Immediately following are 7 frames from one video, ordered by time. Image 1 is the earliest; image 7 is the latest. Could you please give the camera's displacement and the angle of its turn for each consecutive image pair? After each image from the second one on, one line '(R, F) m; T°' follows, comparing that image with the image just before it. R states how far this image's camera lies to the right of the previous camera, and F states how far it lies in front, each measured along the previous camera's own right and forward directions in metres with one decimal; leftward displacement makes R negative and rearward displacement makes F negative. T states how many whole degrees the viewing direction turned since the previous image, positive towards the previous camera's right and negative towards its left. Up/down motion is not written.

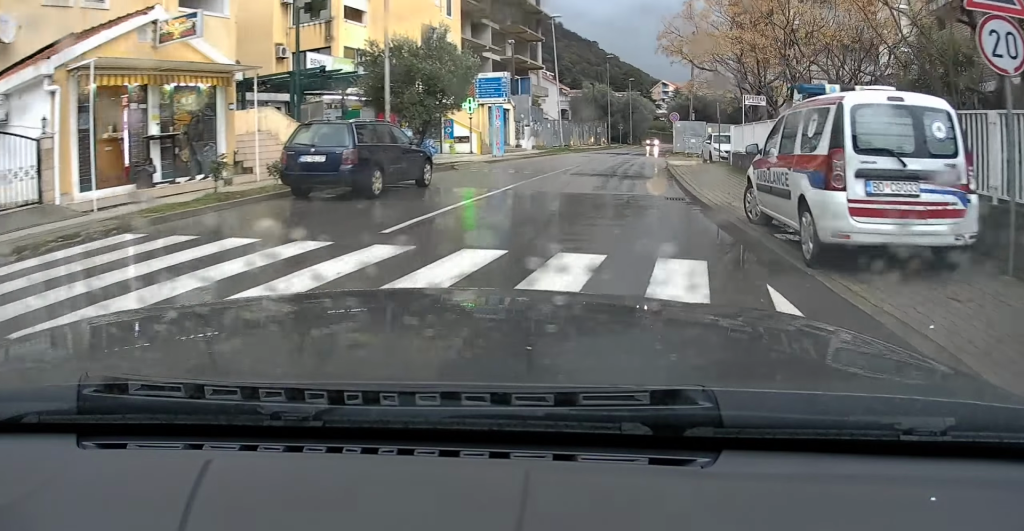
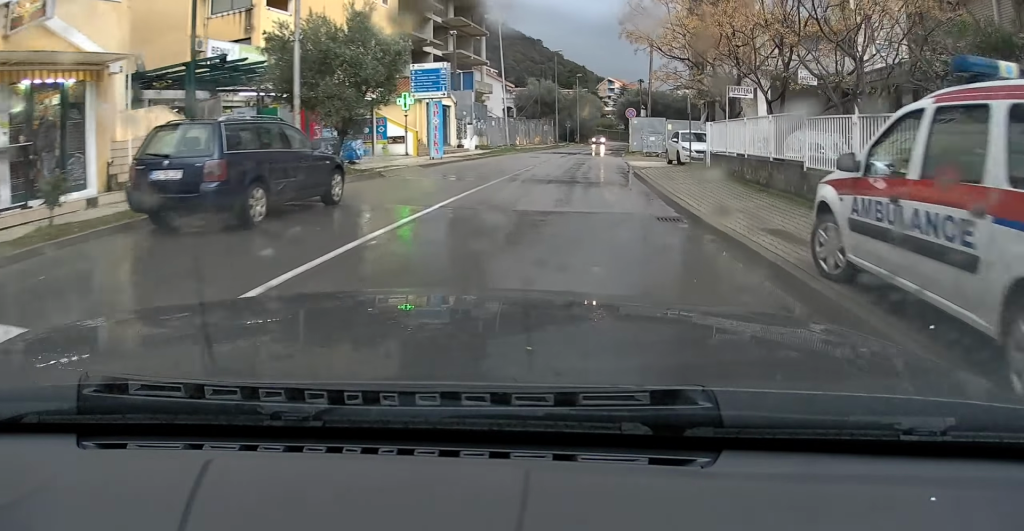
(0.0, +3.6) m; +4°
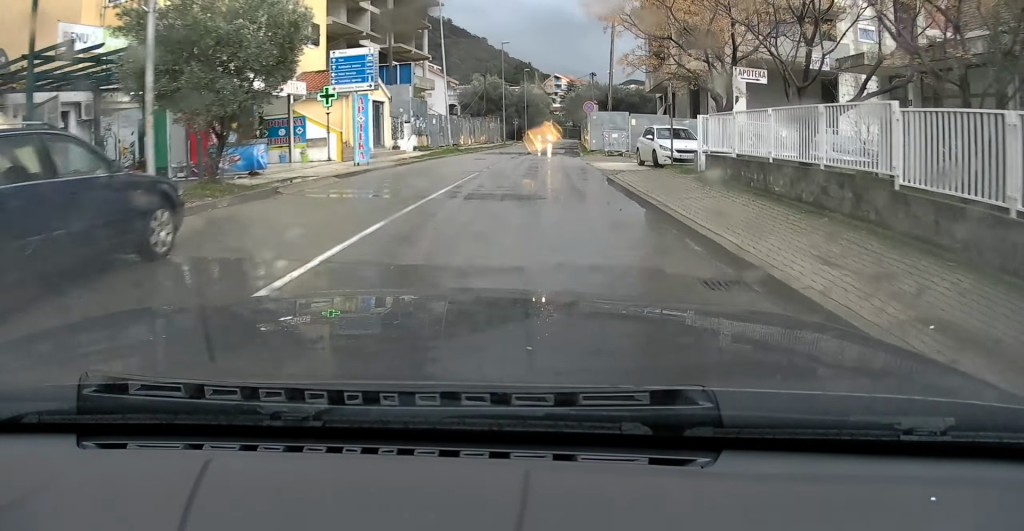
(+0.4, +4.5) m; +5°
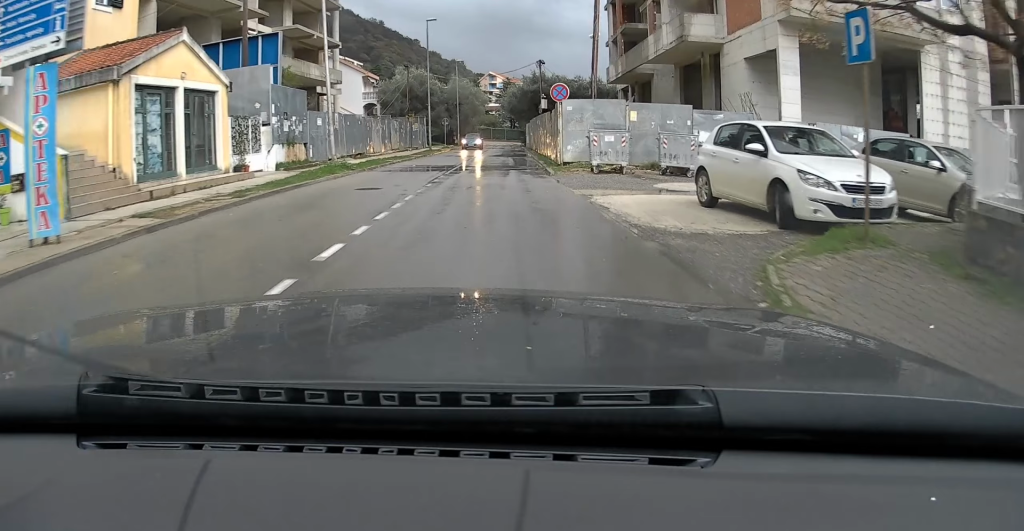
(+0.8, +13.4) m; +5°
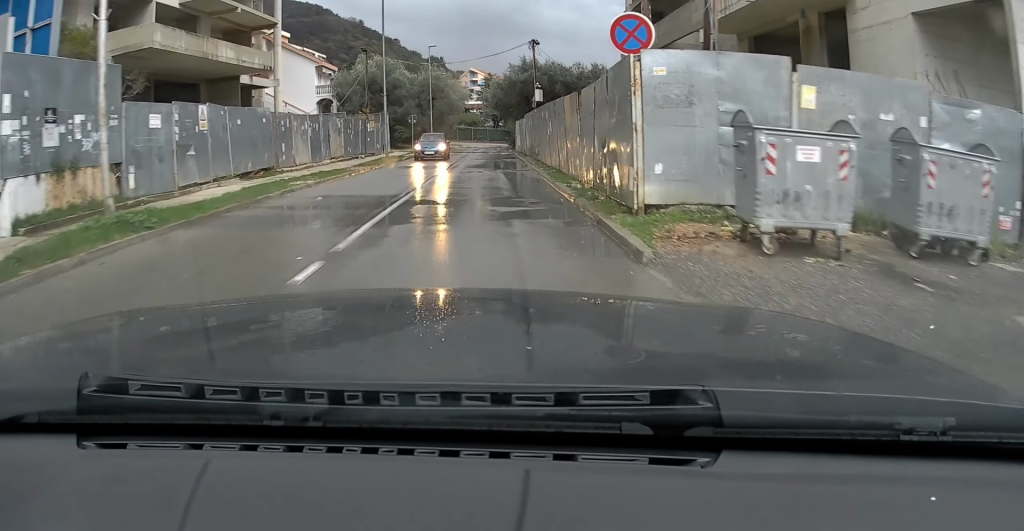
(+0.6, +12.5) m; +4°
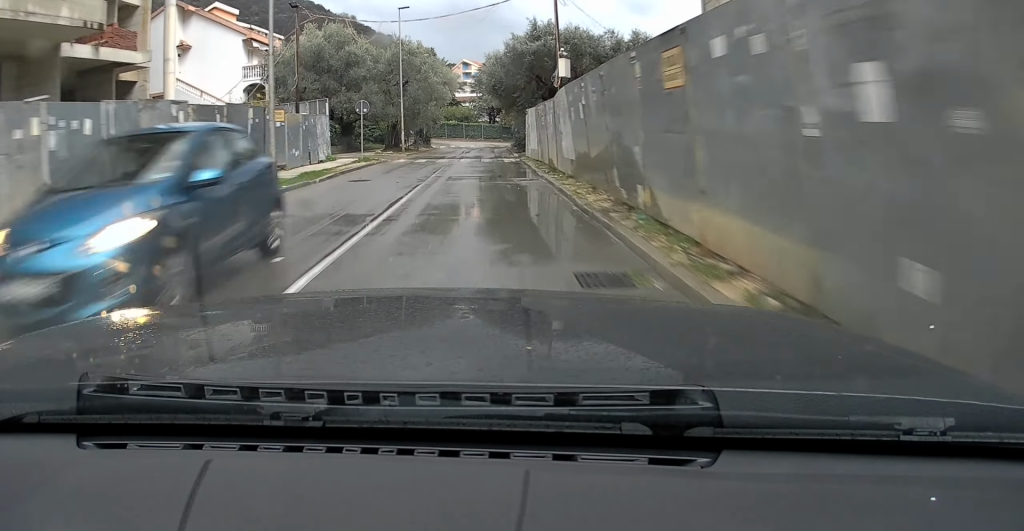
(+0.3, +17.5) m; +1°
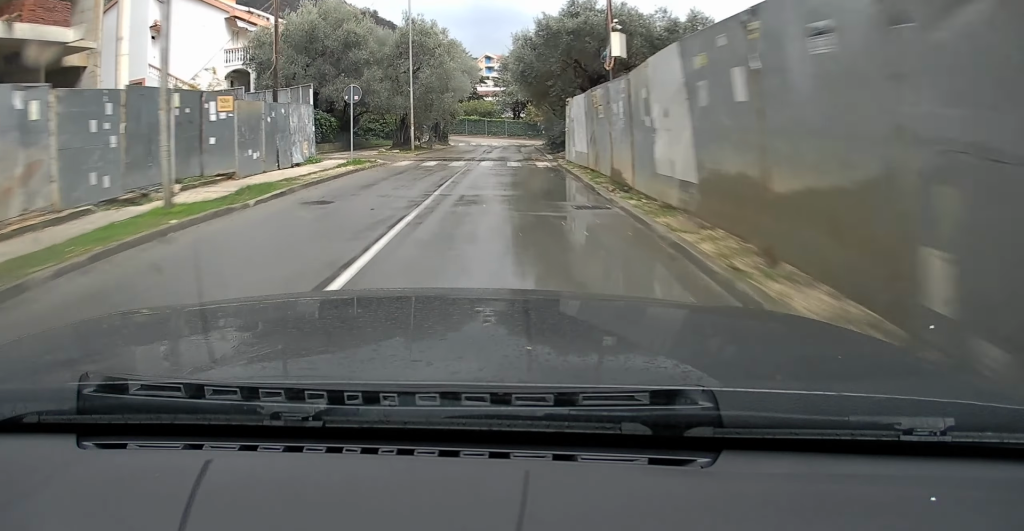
(+0.2, +7.0) m; -1°
